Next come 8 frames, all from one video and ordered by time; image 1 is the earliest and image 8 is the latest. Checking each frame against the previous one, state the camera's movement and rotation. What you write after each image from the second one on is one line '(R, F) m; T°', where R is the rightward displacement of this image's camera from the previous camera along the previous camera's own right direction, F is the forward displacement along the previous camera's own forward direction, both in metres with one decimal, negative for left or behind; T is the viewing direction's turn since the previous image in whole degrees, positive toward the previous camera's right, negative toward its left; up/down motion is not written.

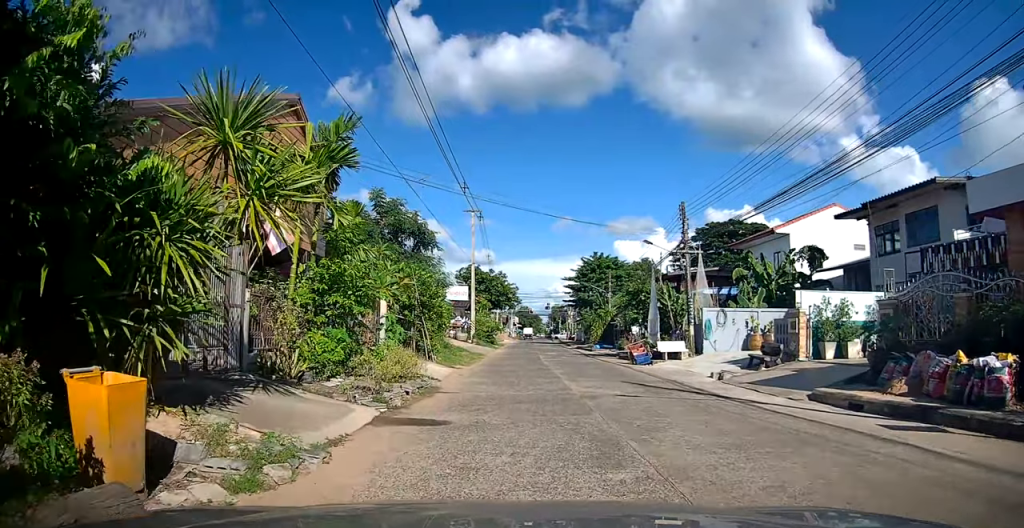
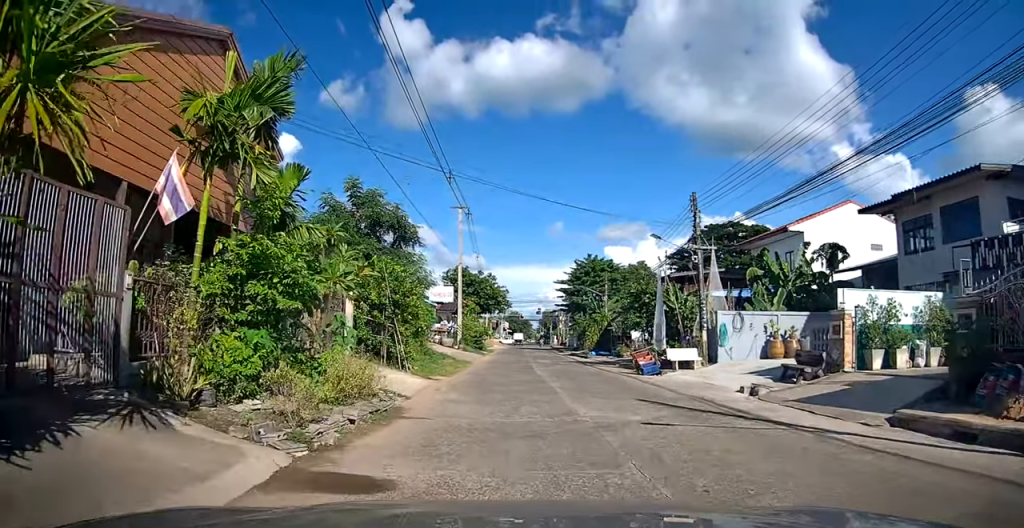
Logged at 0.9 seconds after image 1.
(+0.1, +2.1) m; -1°
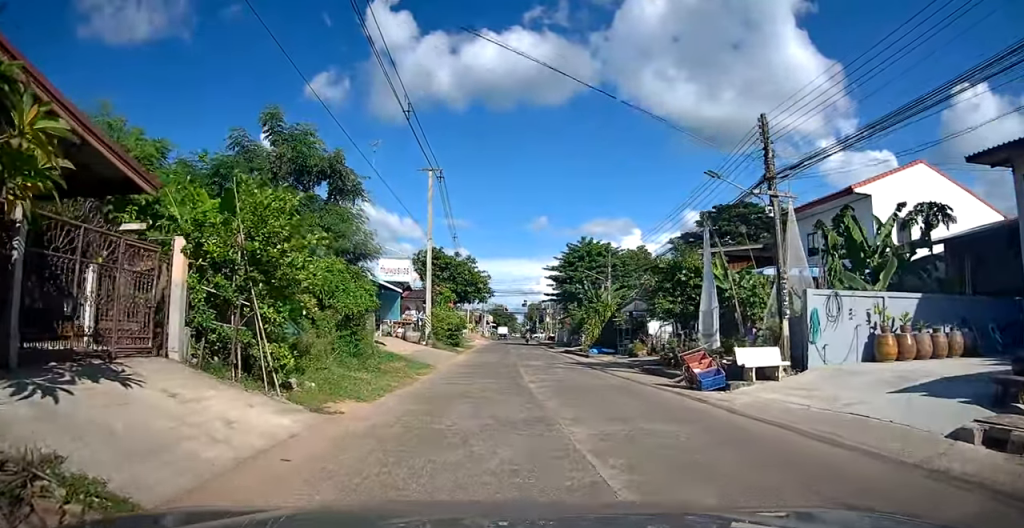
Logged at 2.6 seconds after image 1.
(-0.2, +6.8) m; -3°
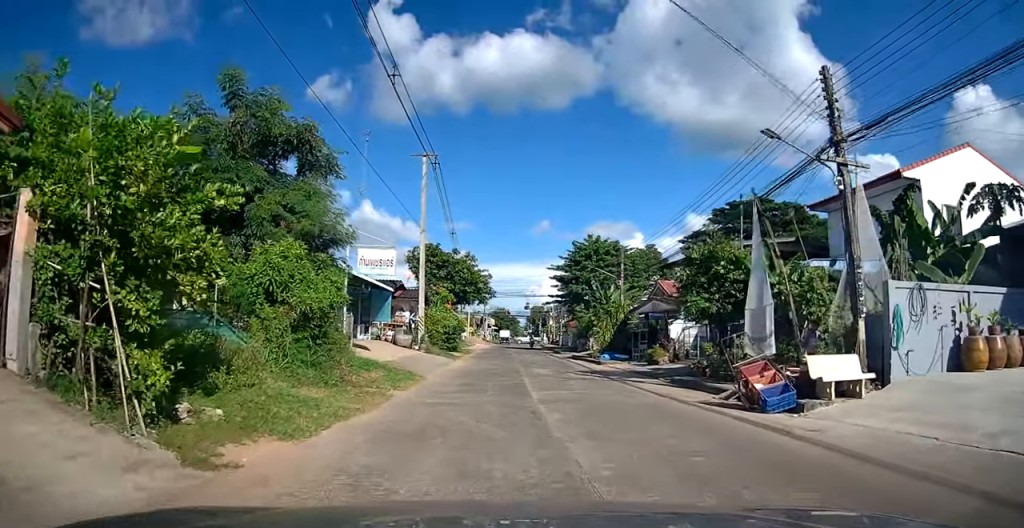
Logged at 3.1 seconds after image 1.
(0.0, +3.3) m; 0°
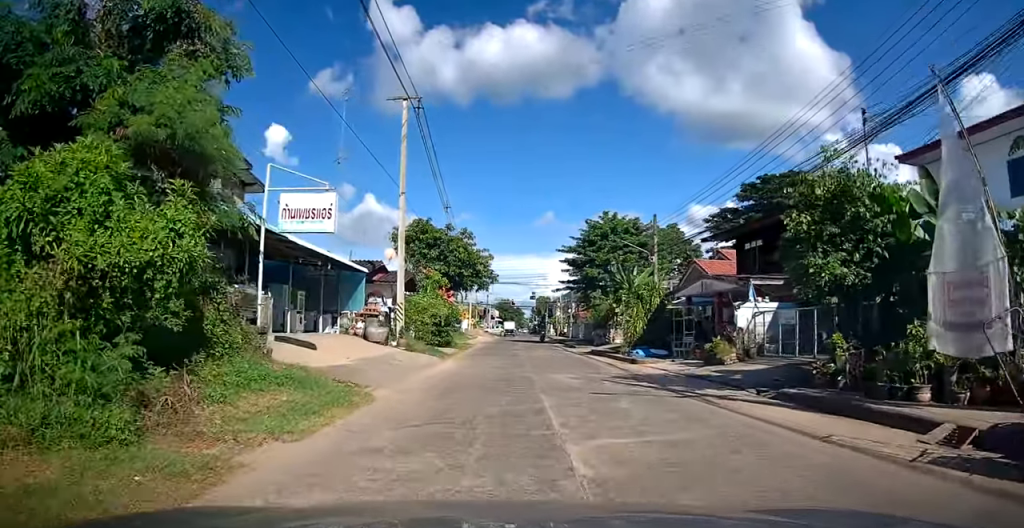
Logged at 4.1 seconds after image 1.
(0.0, +6.7) m; 0°
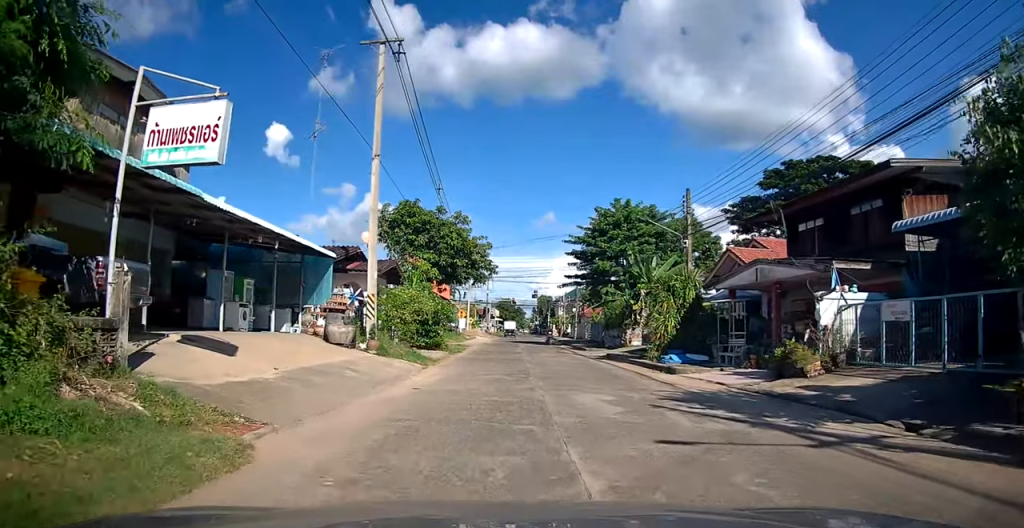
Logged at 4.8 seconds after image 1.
(+0.1, +4.9) m; 0°
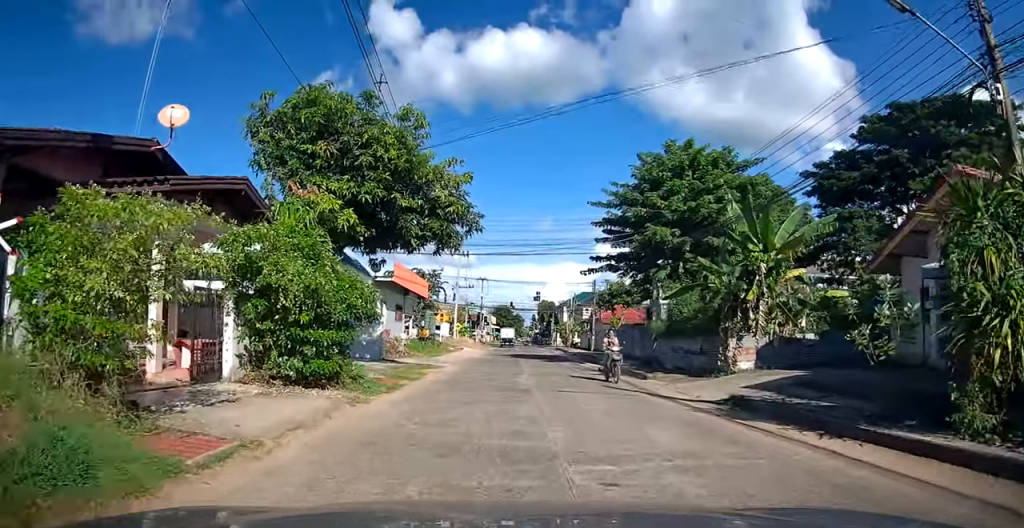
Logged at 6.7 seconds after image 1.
(0.0, +15.9) m; 0°
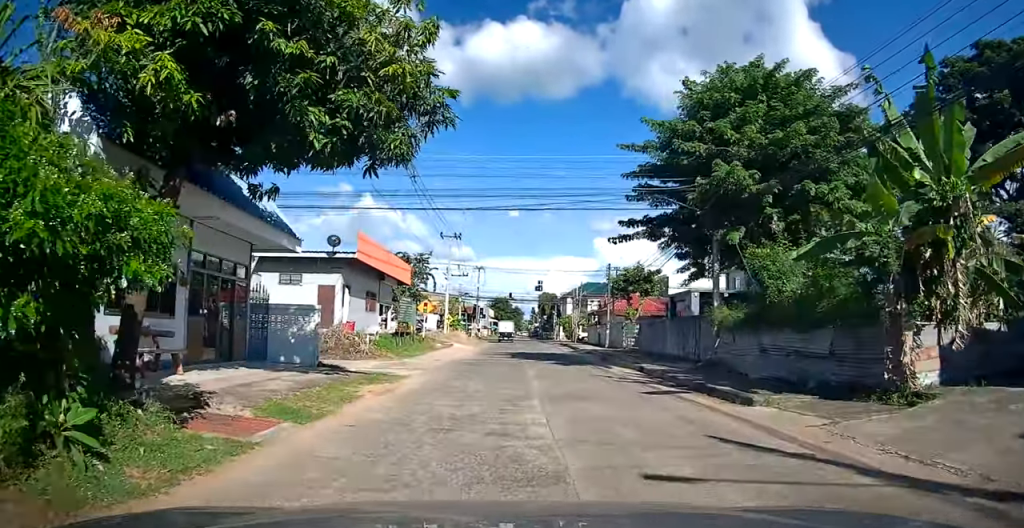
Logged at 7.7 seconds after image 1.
(-0.2, +8.2) m; 0°
